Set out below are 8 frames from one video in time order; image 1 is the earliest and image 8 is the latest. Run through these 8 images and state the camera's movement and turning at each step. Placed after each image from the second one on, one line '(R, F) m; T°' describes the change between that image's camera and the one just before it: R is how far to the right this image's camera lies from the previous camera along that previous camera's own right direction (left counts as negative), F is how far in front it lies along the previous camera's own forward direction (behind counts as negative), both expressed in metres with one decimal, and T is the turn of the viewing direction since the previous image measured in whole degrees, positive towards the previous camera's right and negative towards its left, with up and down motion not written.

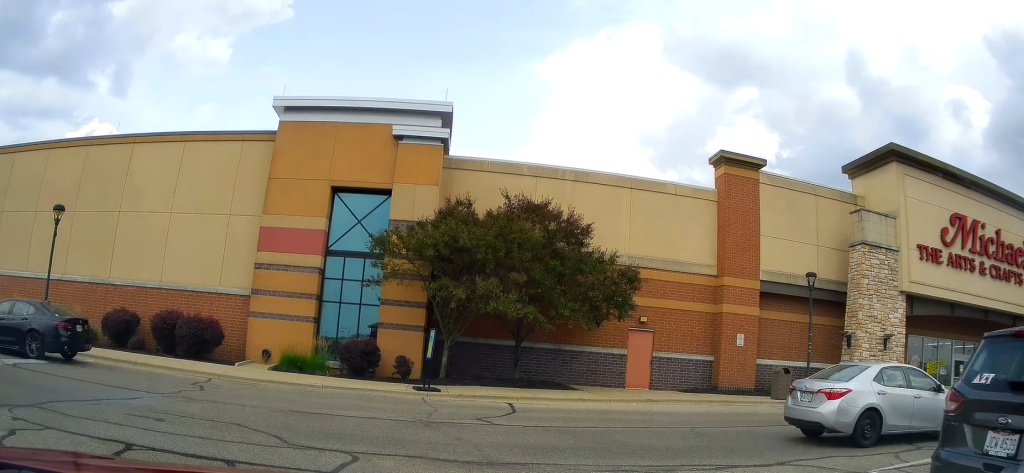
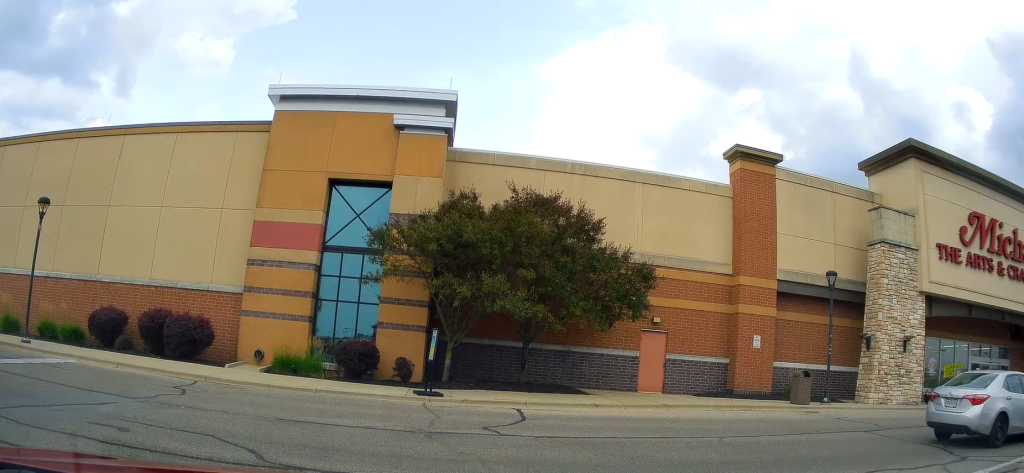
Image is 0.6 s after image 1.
(-0.1, +1.9) m; -4°
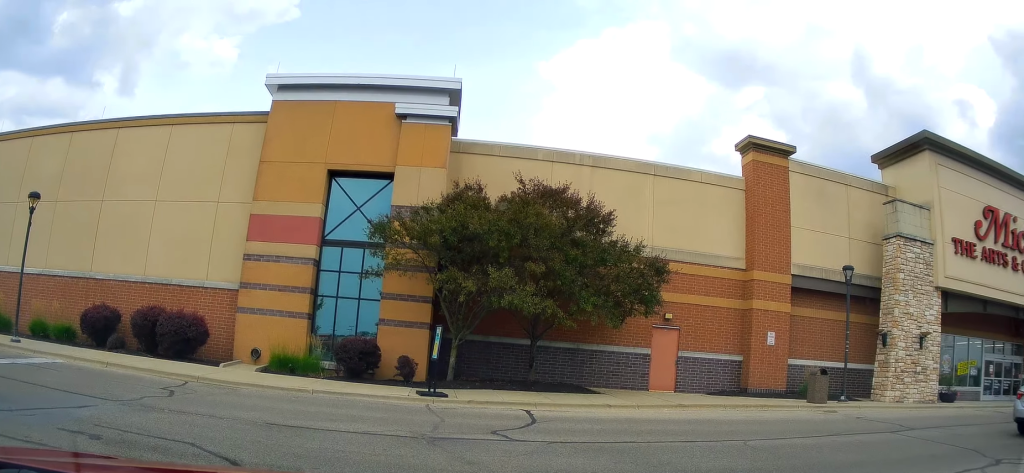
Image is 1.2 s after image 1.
(-0.2, +1.4) m; -1°
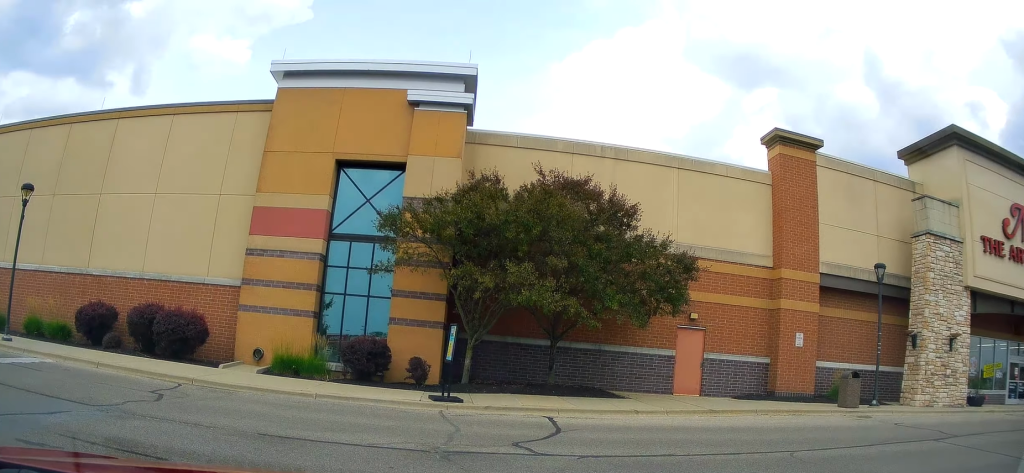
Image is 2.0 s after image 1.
(+0.2, +1.6) m; 0°
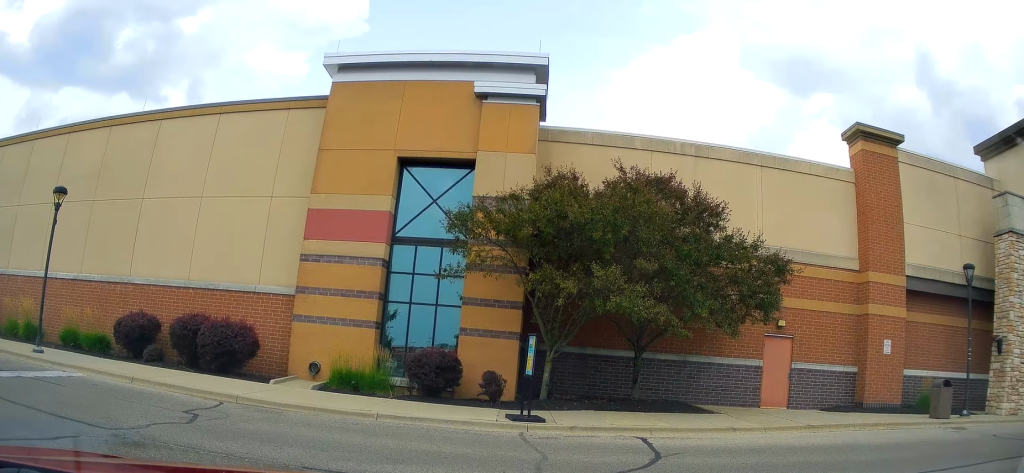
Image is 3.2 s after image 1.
(+0.2, +1.3) m; -1°
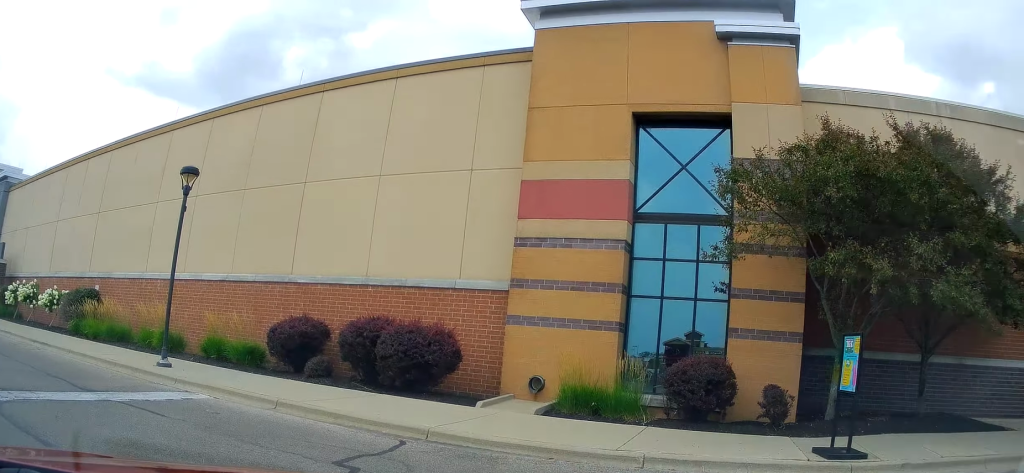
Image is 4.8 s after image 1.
(-0.3, +3.4) m; -10°
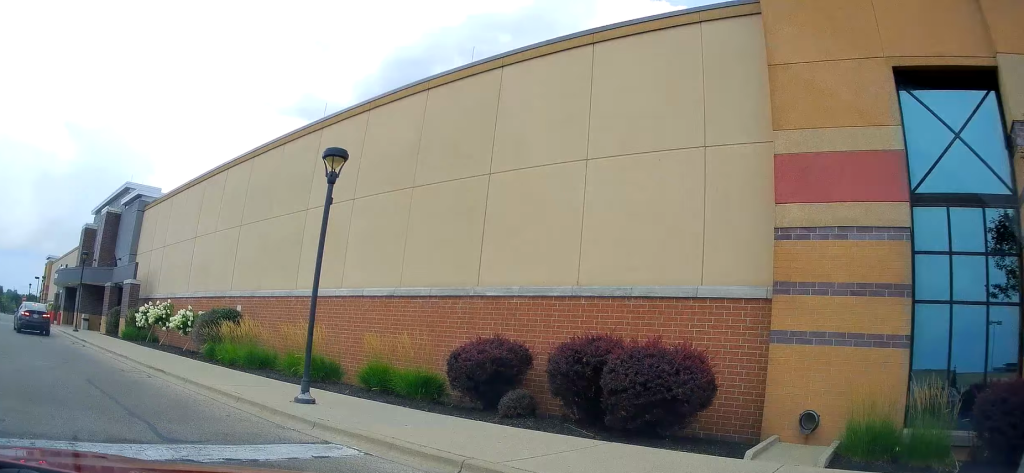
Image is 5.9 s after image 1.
(-0.3, +3.0) m; -15°
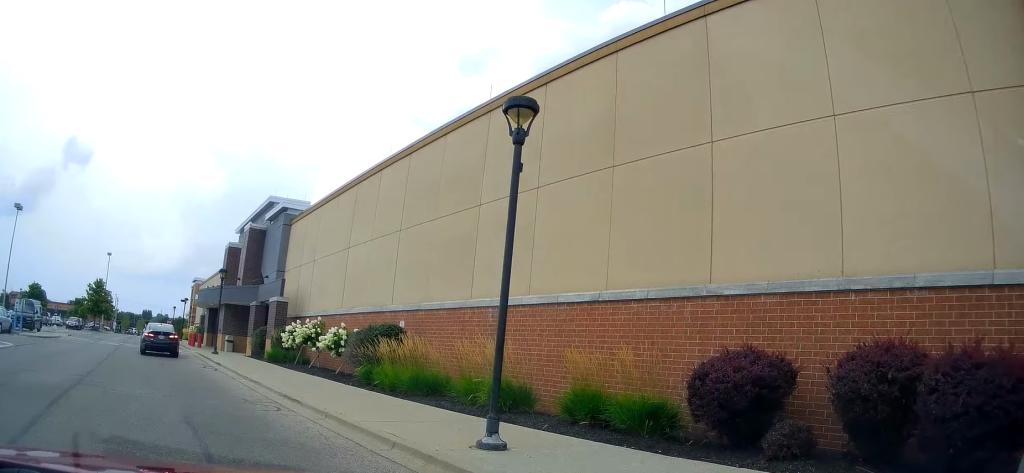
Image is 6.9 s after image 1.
(-0.4, +2.8) m; -14°
